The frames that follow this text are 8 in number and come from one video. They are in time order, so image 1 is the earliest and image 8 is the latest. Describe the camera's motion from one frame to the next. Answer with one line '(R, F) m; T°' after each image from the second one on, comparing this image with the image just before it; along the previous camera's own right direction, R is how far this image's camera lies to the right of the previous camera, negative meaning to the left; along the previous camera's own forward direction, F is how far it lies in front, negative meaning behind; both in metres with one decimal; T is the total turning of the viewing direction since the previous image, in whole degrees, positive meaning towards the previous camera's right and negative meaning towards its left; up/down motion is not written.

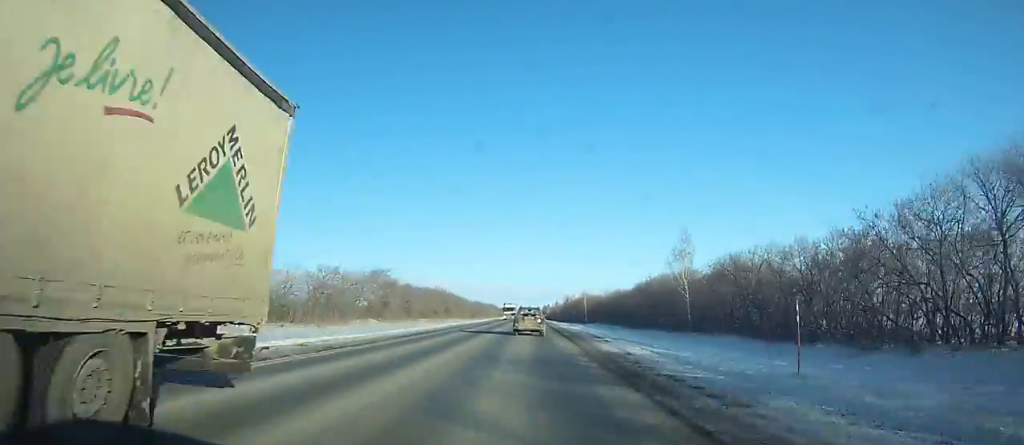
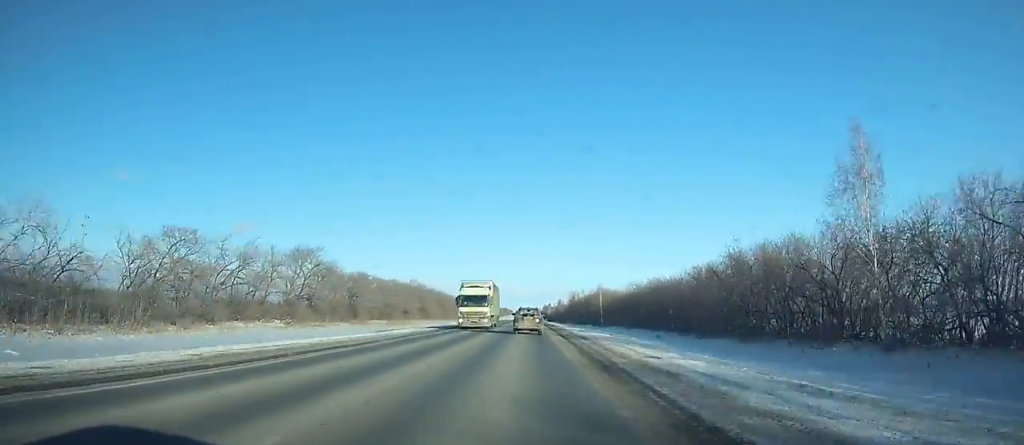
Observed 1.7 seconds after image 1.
(+0.4, +39.9) m; 0°
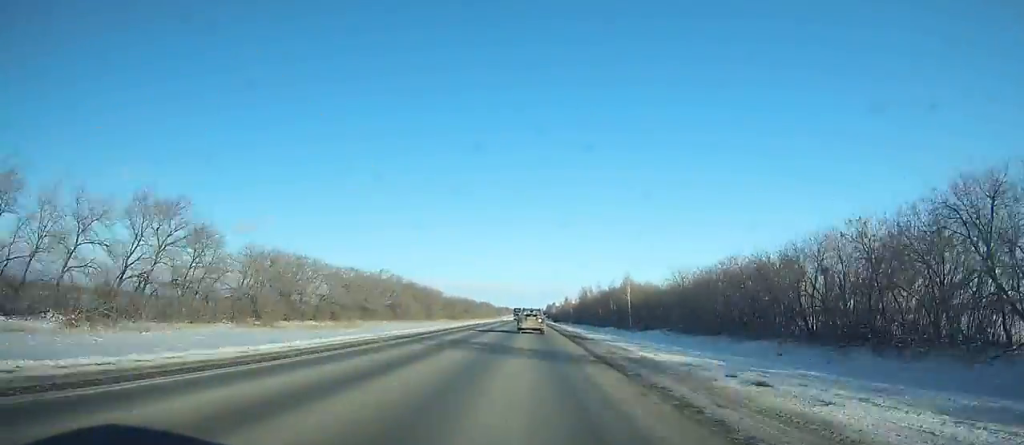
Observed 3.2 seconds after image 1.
(-0.1, +36.3) m; 0°
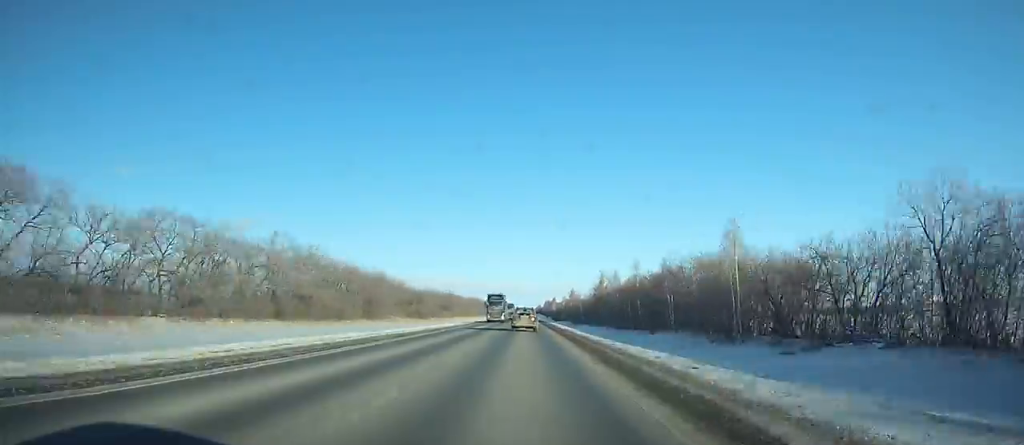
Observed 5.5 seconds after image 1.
(-0.2, +56.2) m; 0°
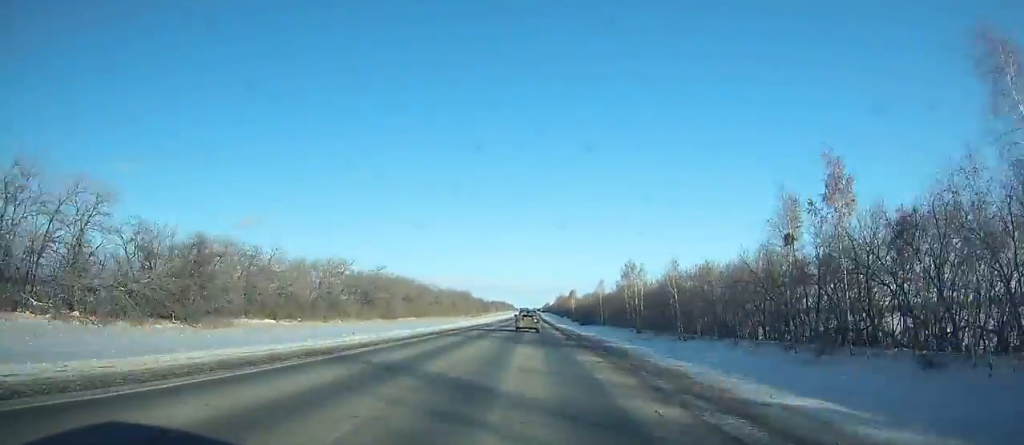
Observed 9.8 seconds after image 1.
(-0.2, +108.6) m; 0°
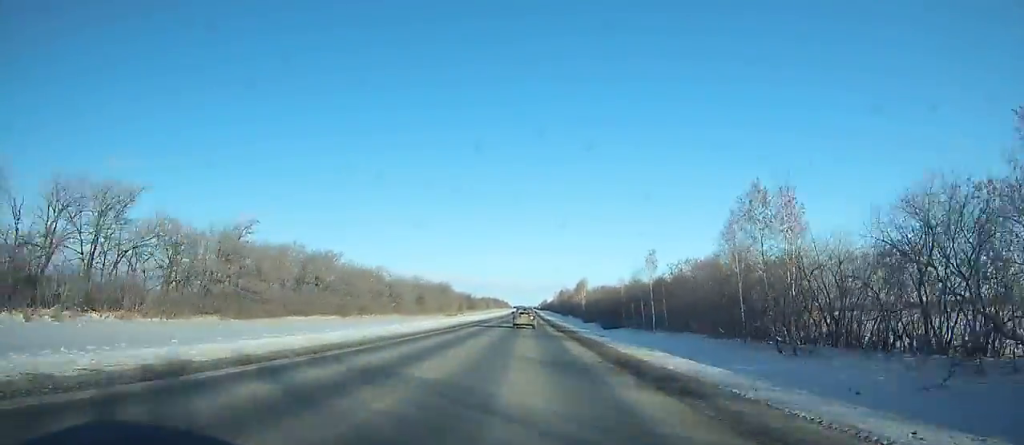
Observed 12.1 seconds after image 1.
(0.0, +59.8) m; 0°
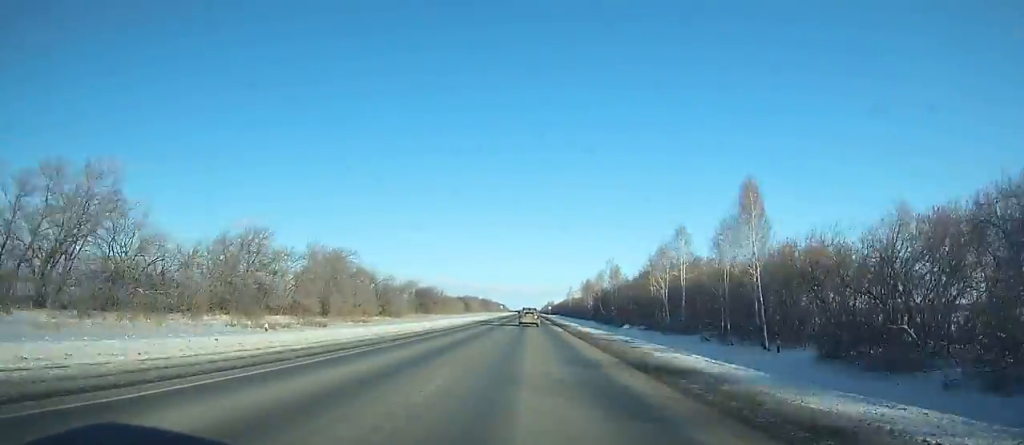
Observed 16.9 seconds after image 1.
(+0.4, +129.1) m; 0°
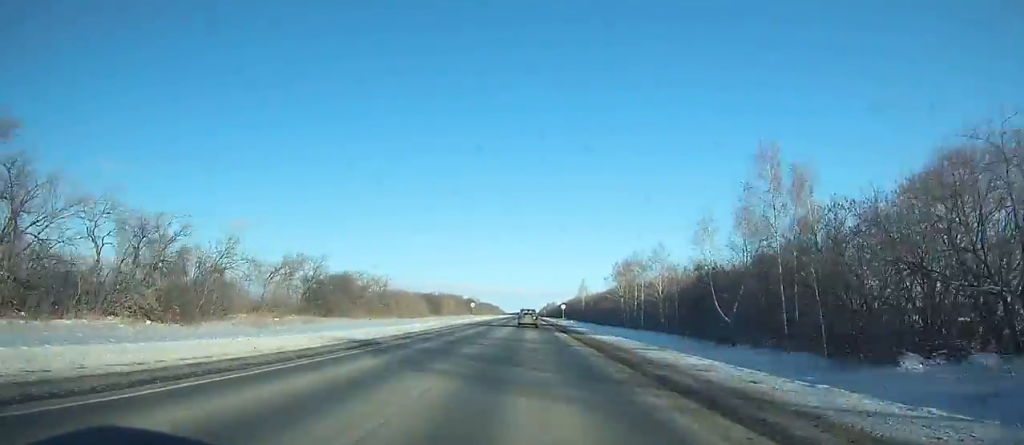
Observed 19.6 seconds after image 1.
(+0.2, +75.3) m; 0°
